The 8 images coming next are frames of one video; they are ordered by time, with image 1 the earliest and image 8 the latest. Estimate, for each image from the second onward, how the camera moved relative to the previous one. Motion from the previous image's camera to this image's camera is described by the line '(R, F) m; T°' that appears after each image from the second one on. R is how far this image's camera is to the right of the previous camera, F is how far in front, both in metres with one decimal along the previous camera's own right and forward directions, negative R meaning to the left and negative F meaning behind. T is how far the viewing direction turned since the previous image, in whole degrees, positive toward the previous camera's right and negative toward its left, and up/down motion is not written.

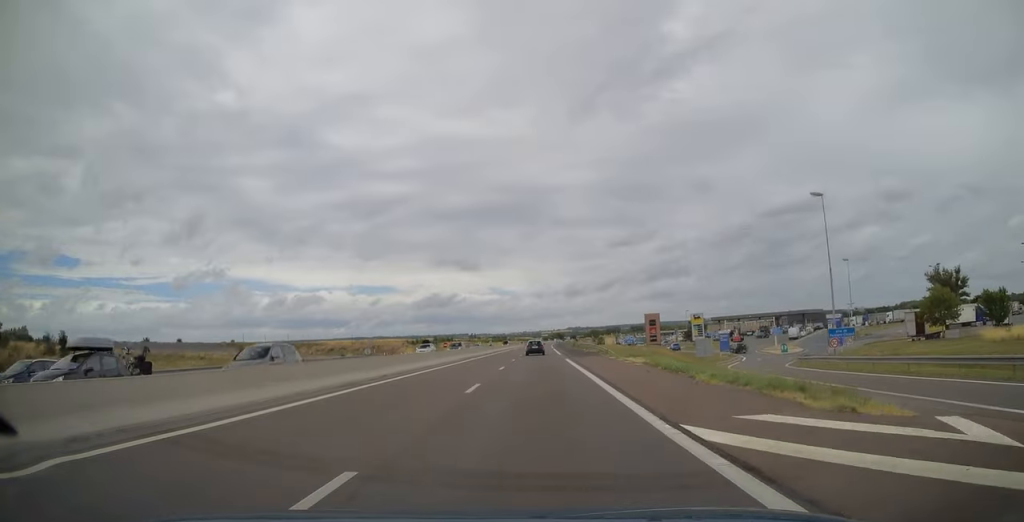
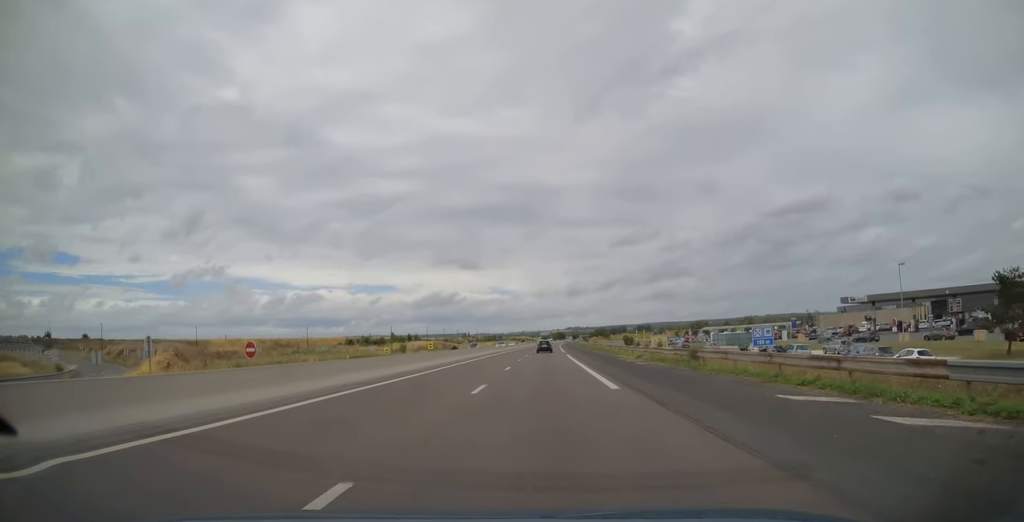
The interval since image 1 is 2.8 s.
(-0.5, +90.7) m; 0°
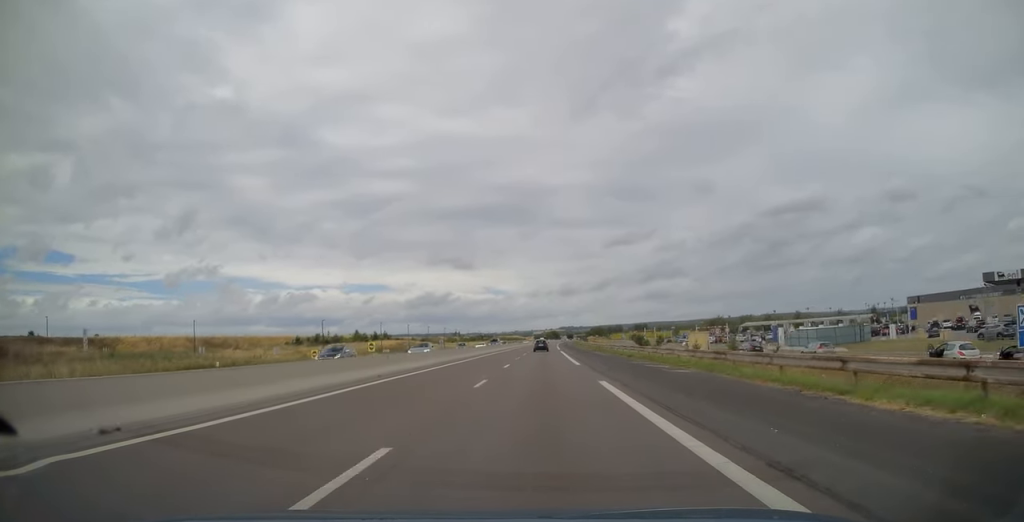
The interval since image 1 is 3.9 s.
(+0.1, +36.5) m; 0°
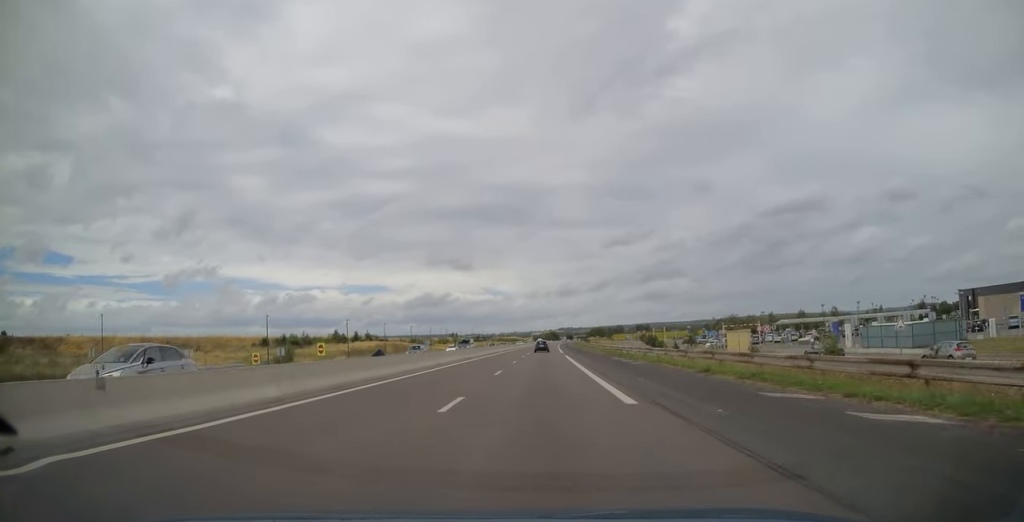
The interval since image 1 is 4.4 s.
(+0.1, +18.6) m; 0°
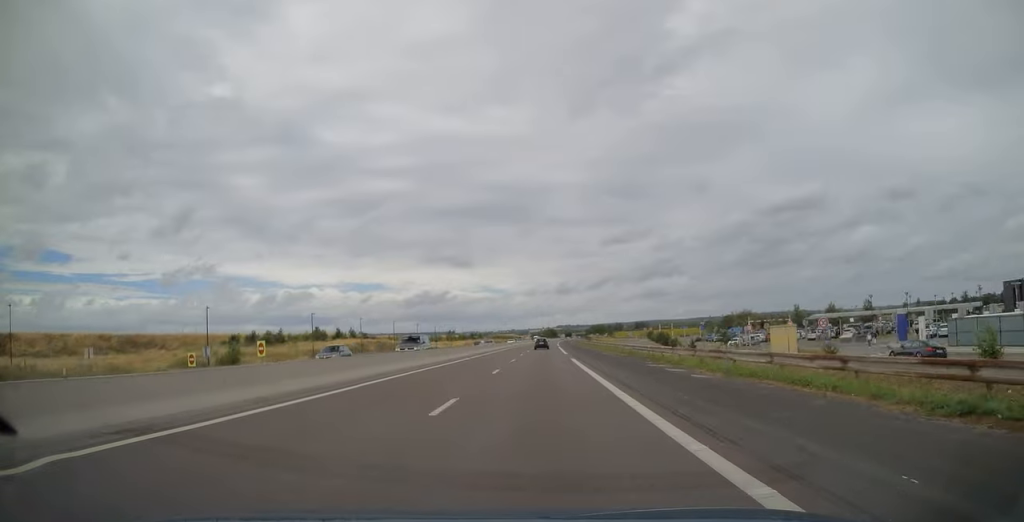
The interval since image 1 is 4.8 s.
(0.0, +13.6) m; 0°
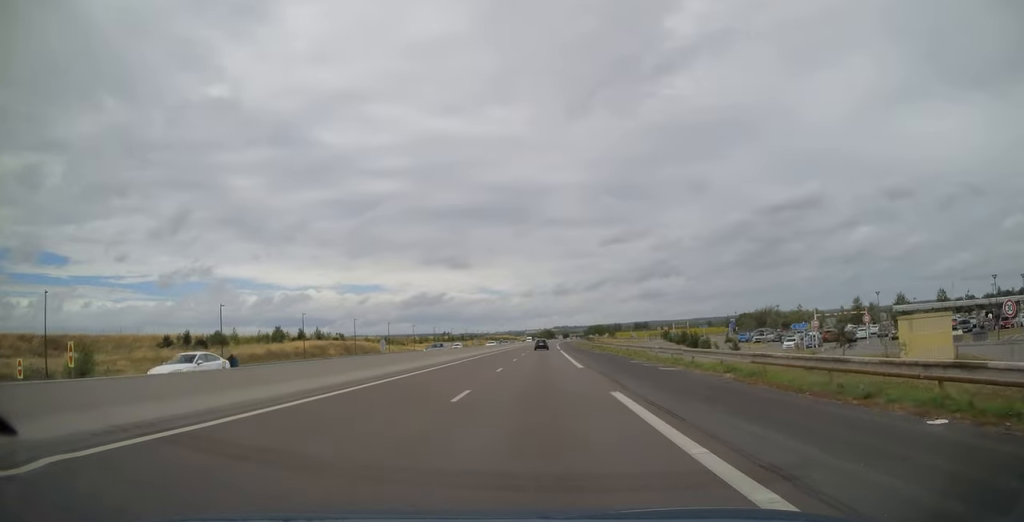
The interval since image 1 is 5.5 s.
(+0.1, +22.9) m; 0°
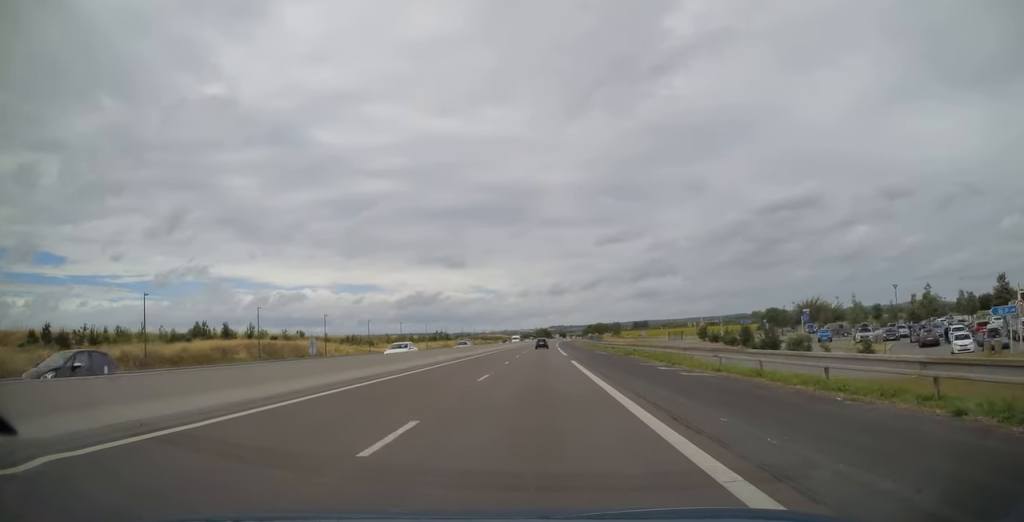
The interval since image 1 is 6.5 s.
(+0.1, +32.2) m; 0°
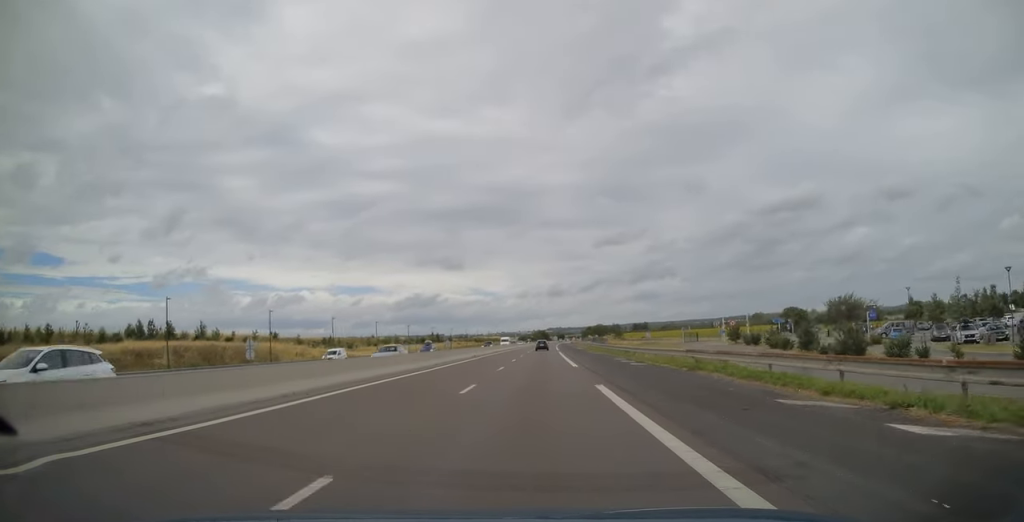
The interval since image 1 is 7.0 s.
(0.0, +16.9) m; 0°
